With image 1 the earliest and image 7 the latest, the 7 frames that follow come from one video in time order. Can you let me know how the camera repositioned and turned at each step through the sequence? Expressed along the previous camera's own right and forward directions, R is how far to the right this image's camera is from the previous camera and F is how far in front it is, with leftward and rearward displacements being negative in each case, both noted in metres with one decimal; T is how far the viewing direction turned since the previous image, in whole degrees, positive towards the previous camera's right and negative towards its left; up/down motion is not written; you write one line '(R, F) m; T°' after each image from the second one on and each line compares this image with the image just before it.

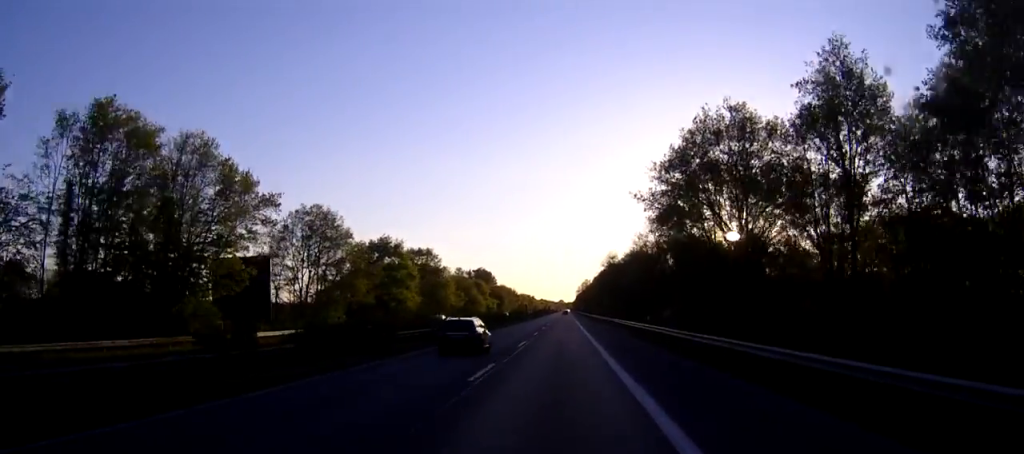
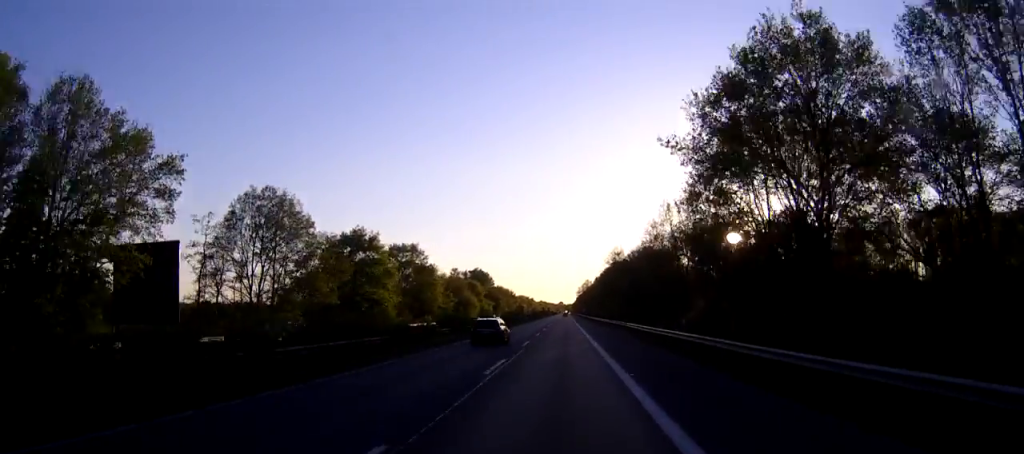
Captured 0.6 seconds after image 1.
(0.0, +15.0) m; 0°
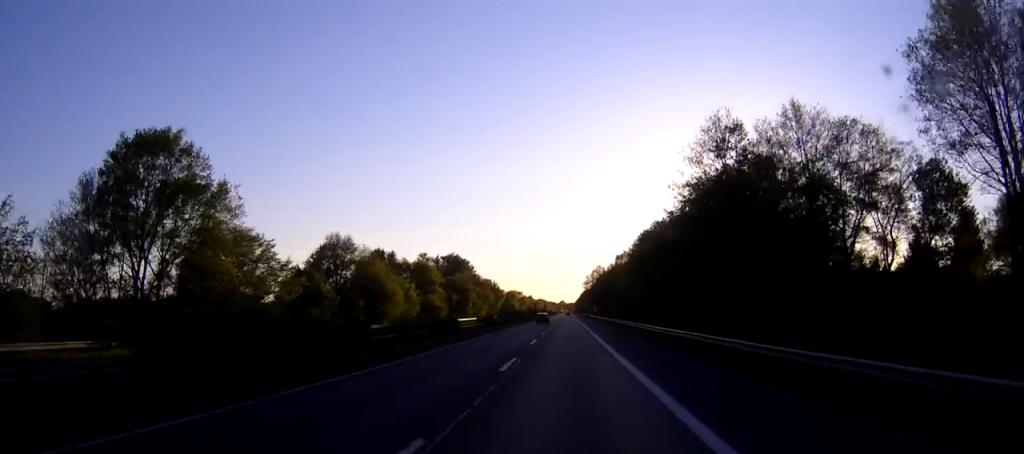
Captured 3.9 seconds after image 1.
(0.0, +88.7) m; 0°
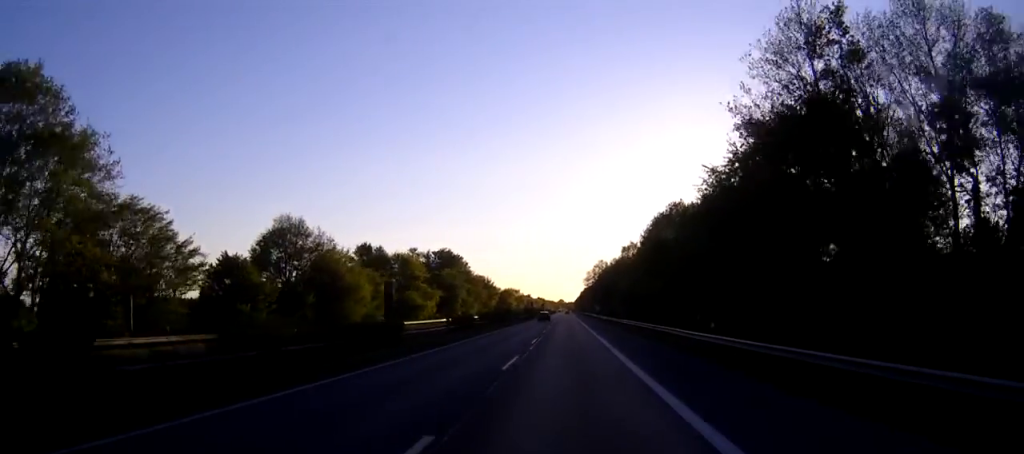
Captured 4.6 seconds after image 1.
(0.0, +17.7) m; 0°
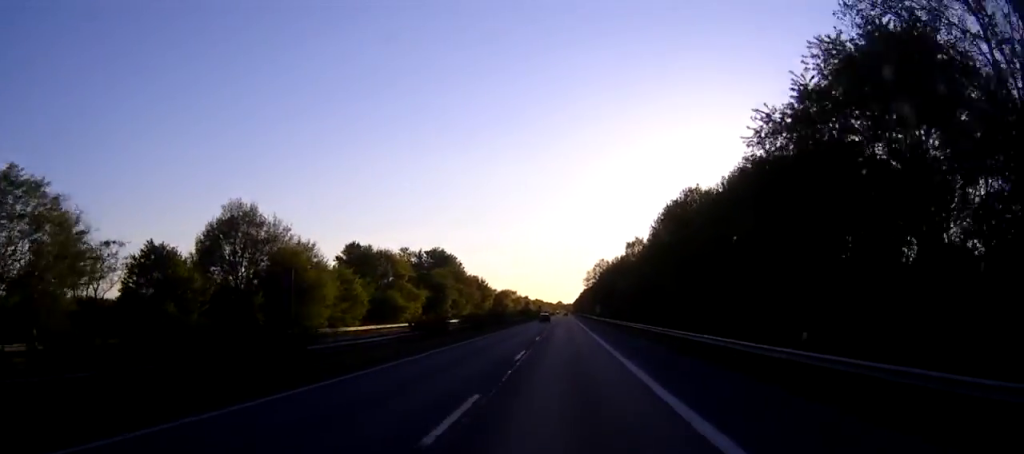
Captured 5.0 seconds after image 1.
(0.0, +12.4) m; 0°
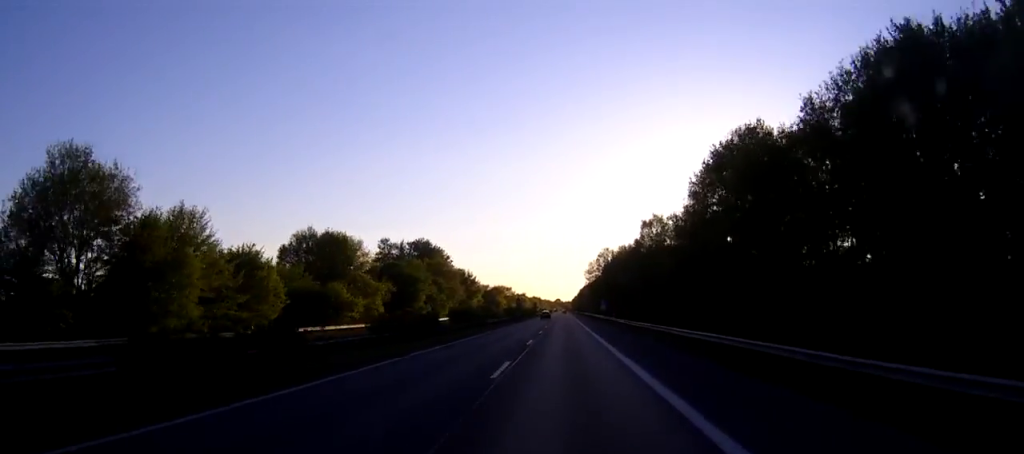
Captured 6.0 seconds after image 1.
(0.0, +26.6) m; 0°
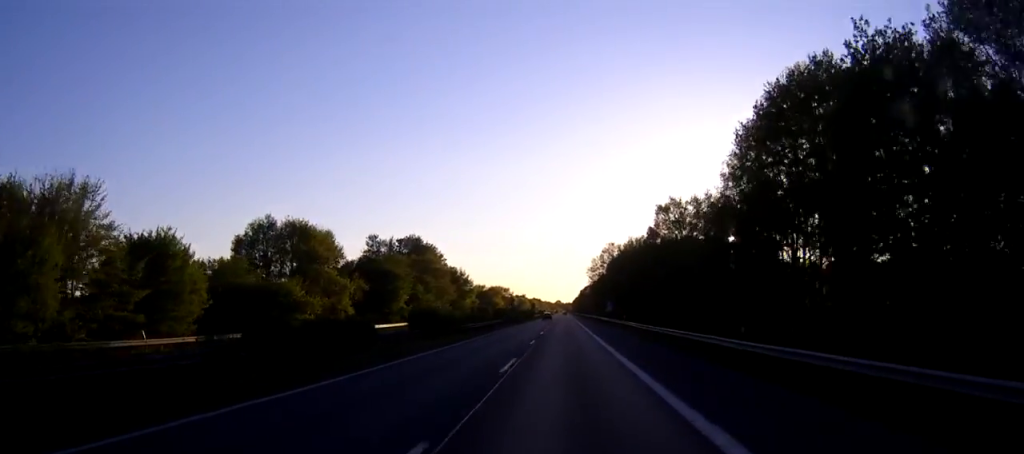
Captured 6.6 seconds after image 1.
(0.0, +15.1) m; 0°
